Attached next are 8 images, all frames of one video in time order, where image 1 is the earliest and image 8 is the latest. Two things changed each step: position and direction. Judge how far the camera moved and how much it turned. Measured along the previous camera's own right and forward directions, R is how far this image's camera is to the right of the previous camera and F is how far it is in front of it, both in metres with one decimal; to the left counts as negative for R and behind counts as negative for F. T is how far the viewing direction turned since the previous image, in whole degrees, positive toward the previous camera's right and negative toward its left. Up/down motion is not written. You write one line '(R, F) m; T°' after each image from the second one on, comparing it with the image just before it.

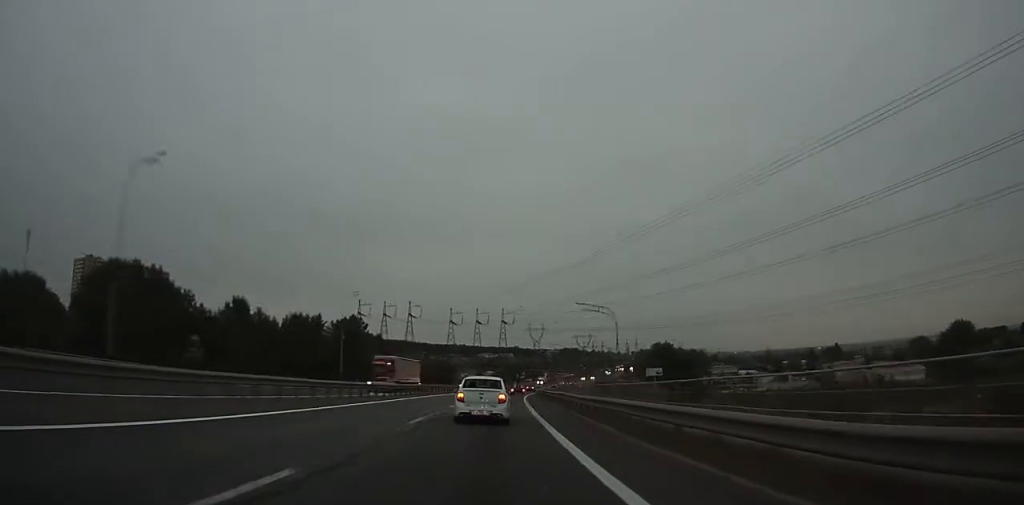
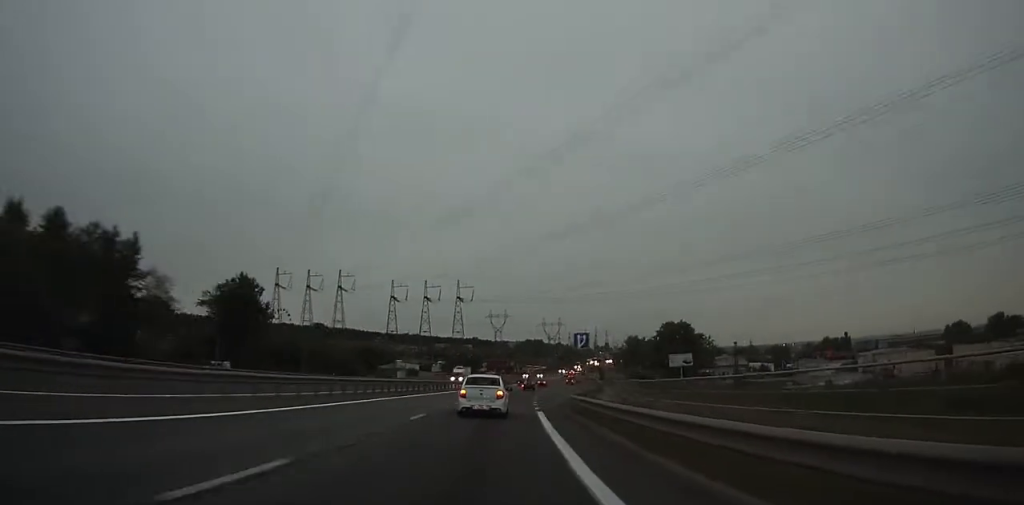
(+2.6, +72.4) m; +4°
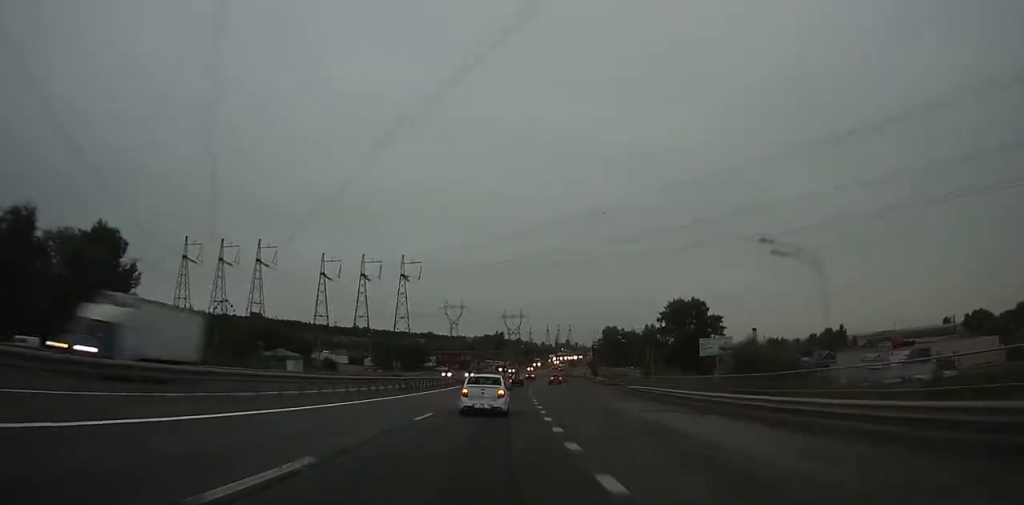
(+1.2, +46.6) m; +3°
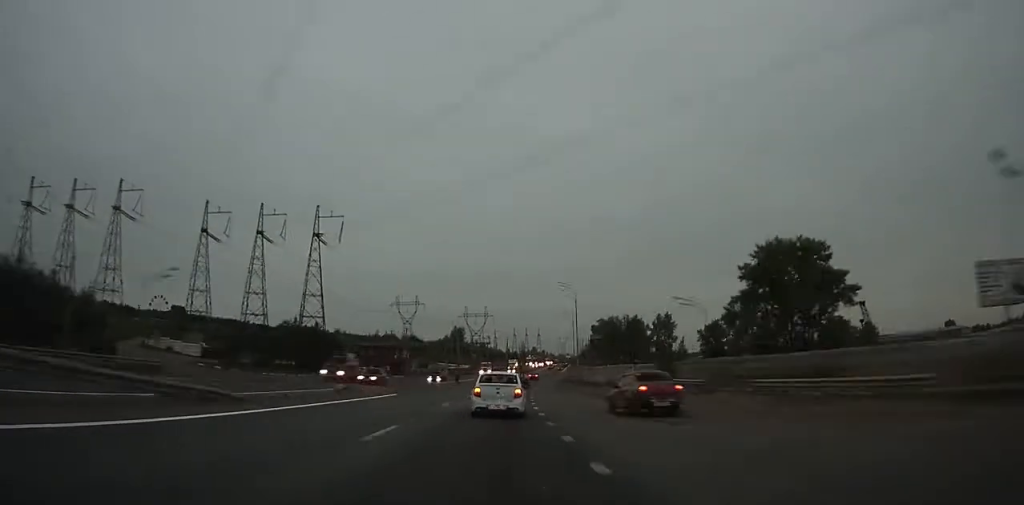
(+2.4, +64.1) m; +4°
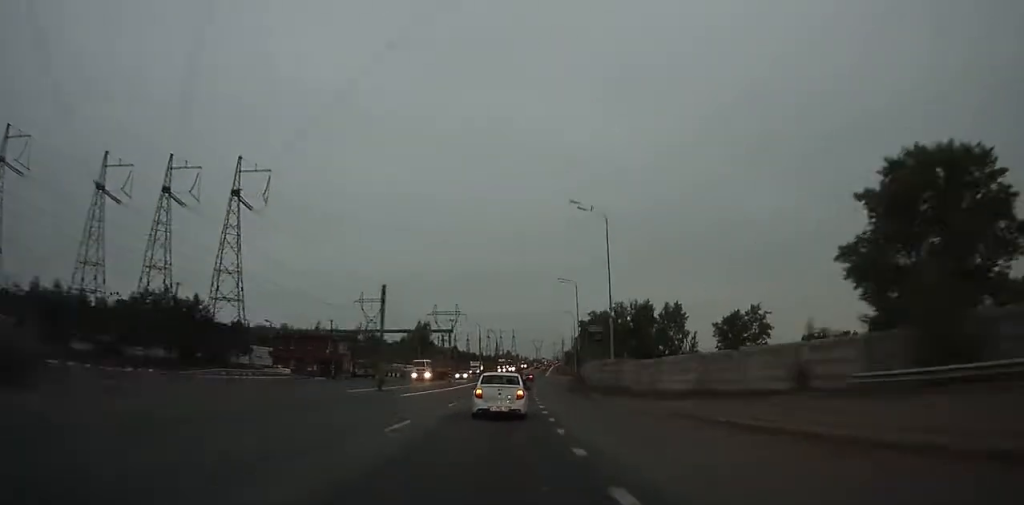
(+0.5, +33.7) m; +2°
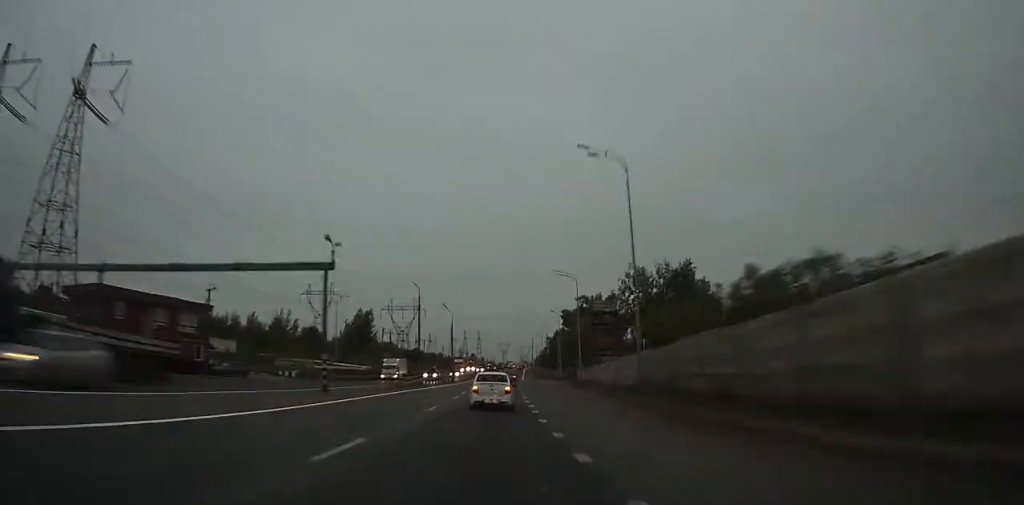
(+0.9, +42.5) m; +3°
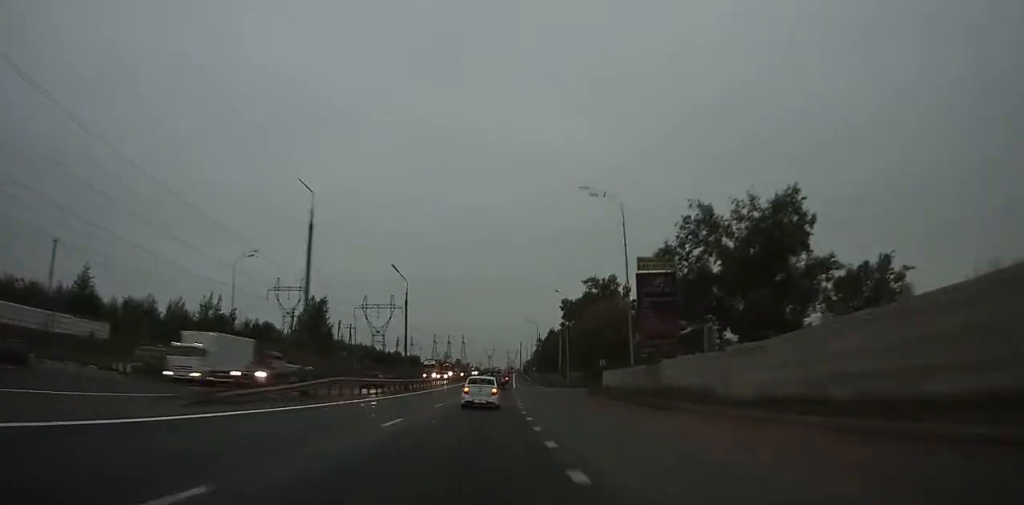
(+1.0, +30.6) m; +2°
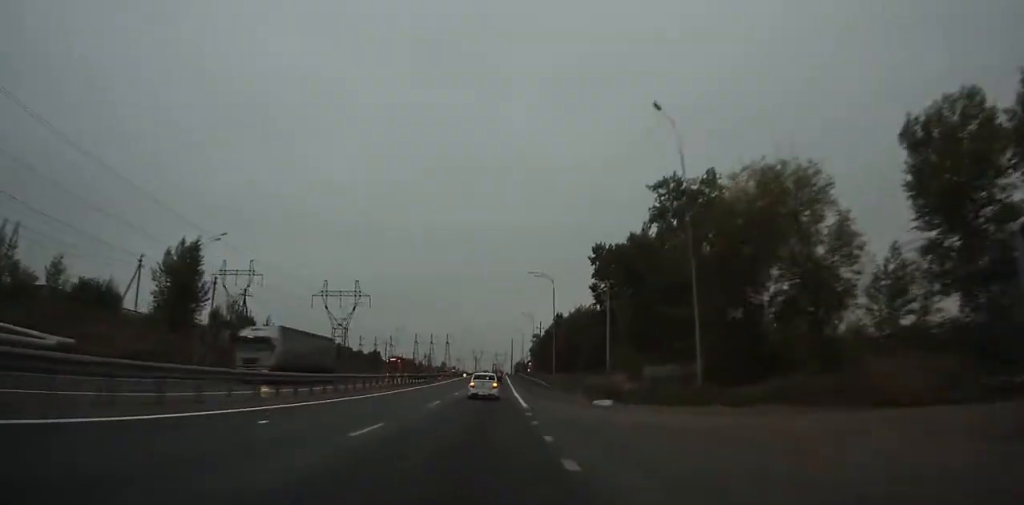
(+1.0, +51.6) m; +2°
